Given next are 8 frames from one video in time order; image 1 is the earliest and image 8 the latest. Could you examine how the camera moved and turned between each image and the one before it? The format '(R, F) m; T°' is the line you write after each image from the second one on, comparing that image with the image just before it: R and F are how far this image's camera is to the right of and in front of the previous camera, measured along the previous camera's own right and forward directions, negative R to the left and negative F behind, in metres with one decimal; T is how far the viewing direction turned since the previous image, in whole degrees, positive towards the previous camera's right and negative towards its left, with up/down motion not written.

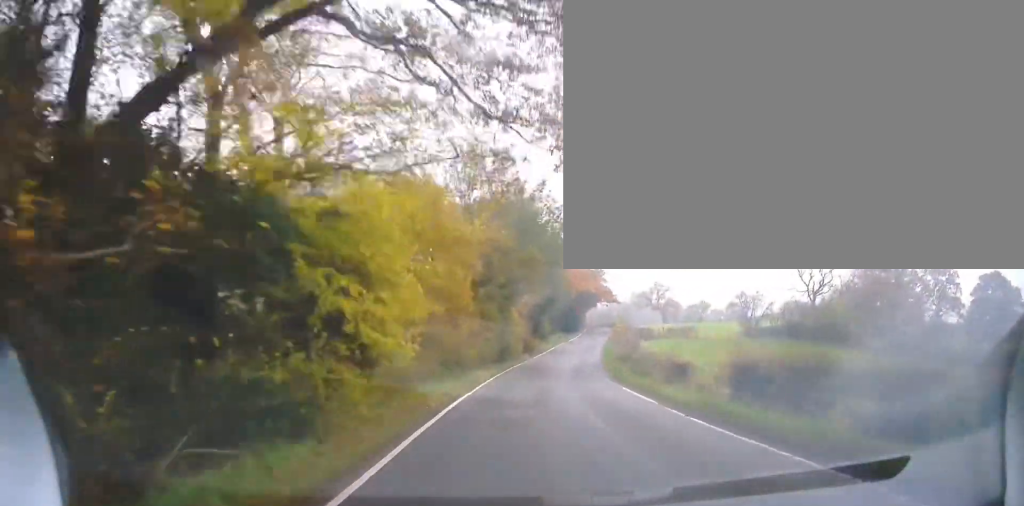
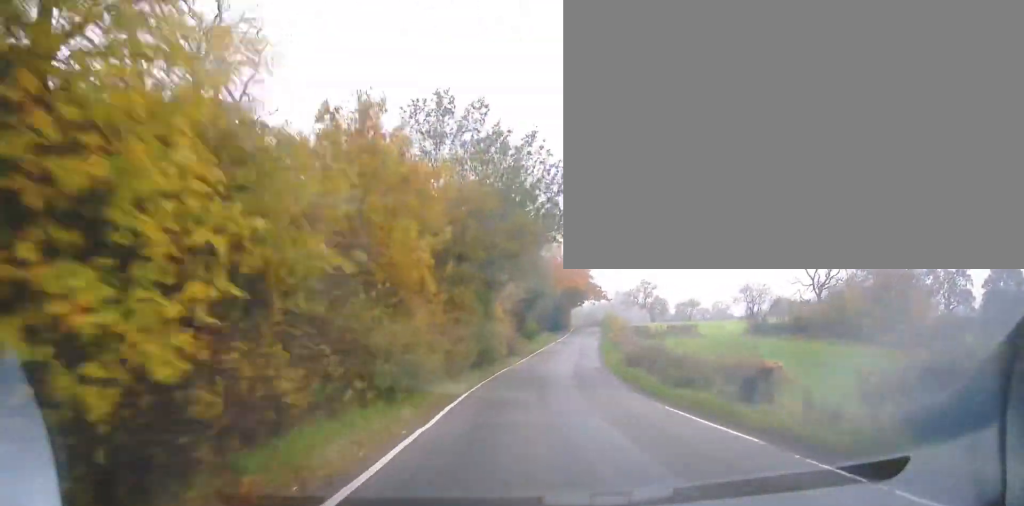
(+0.1, +6.9) m; +1°
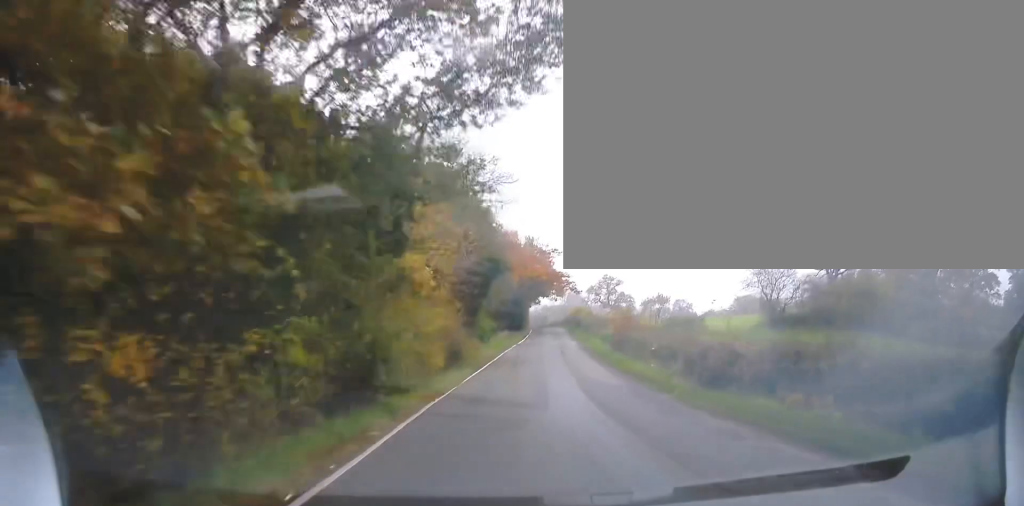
(+0.3, +15.6) m; +3°
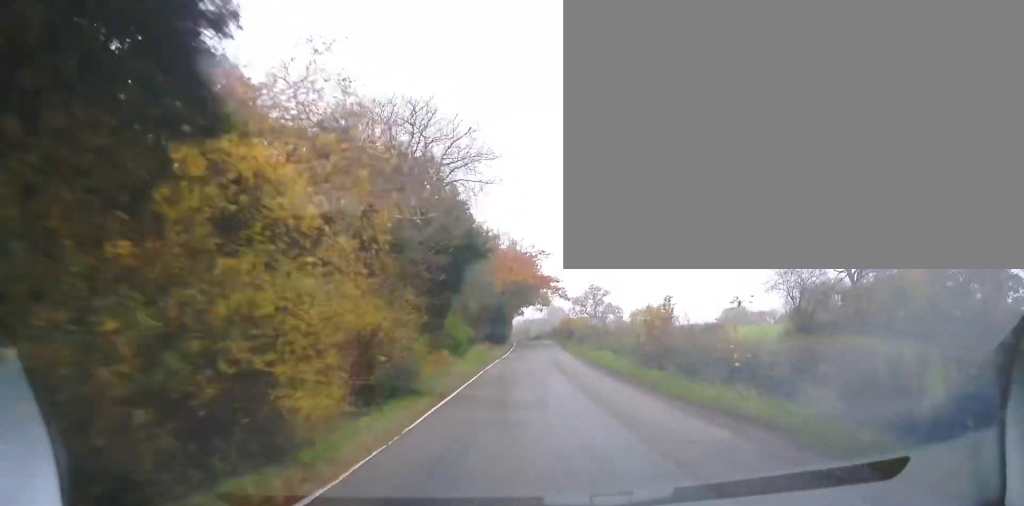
(+0.1, +8.3) m; +2°
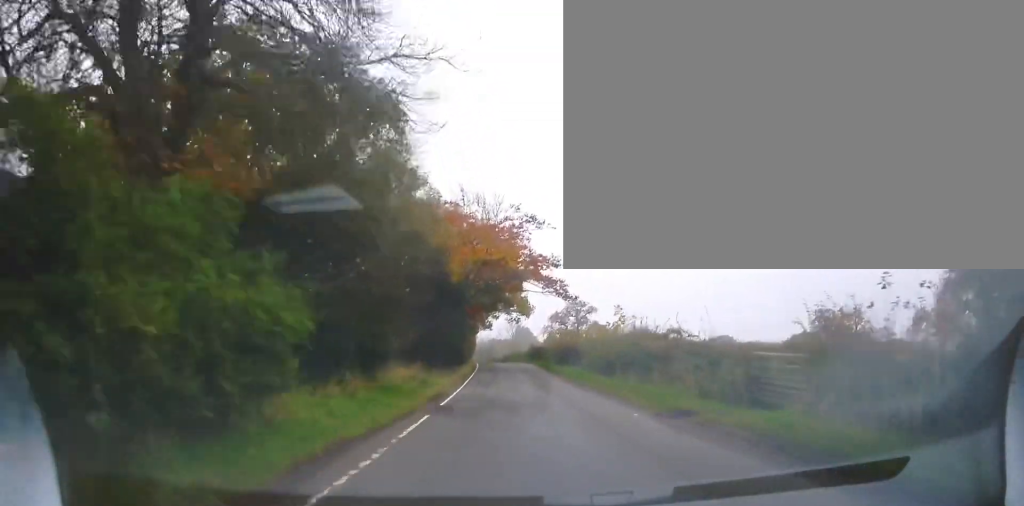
(+1.6, +23.2) m; +6°
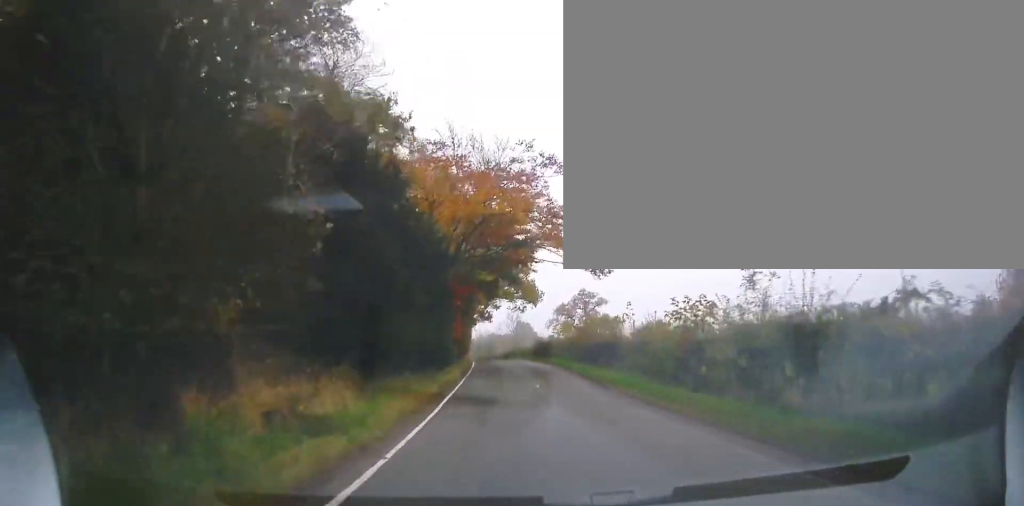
(+0.2, +11.6) m; 0°
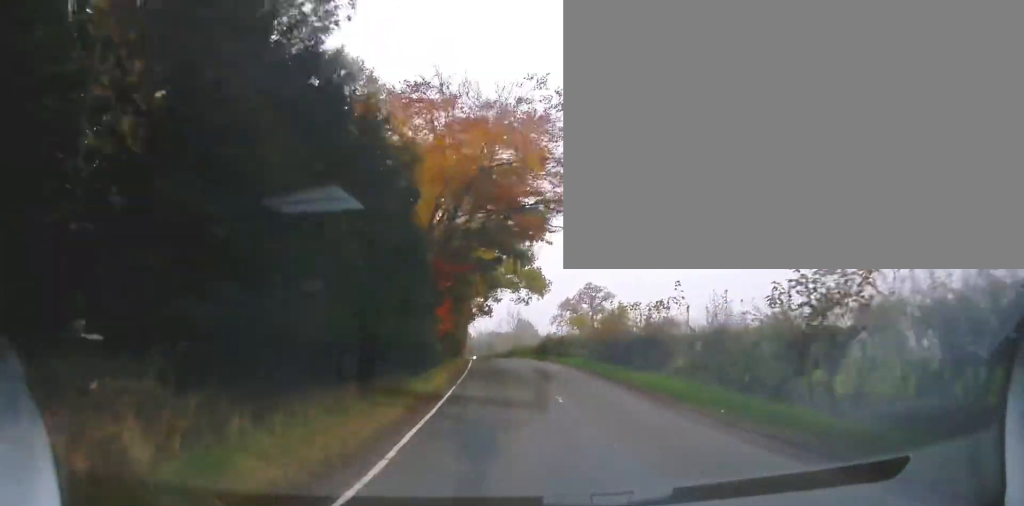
(0.0, +6.1) m; -1°
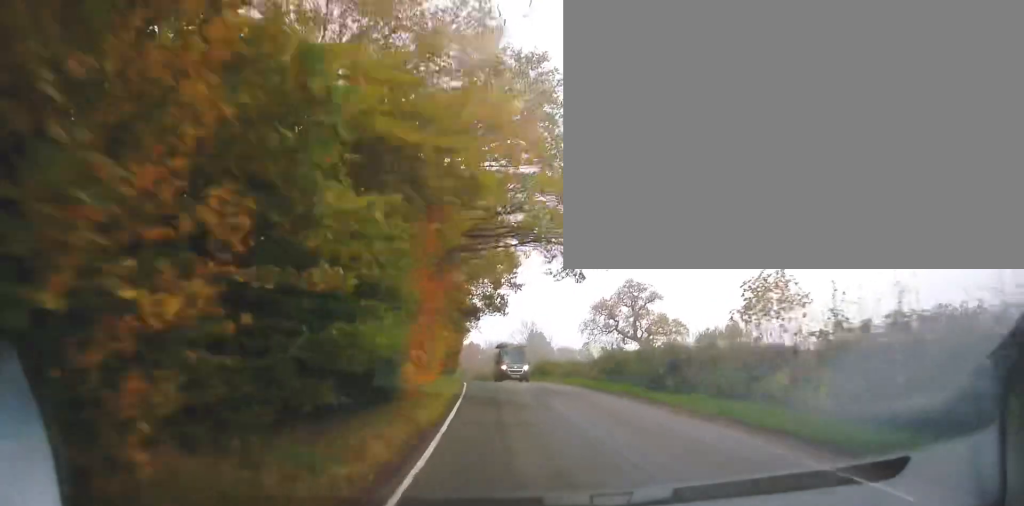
(-0.8, +24.6) m; -3°
